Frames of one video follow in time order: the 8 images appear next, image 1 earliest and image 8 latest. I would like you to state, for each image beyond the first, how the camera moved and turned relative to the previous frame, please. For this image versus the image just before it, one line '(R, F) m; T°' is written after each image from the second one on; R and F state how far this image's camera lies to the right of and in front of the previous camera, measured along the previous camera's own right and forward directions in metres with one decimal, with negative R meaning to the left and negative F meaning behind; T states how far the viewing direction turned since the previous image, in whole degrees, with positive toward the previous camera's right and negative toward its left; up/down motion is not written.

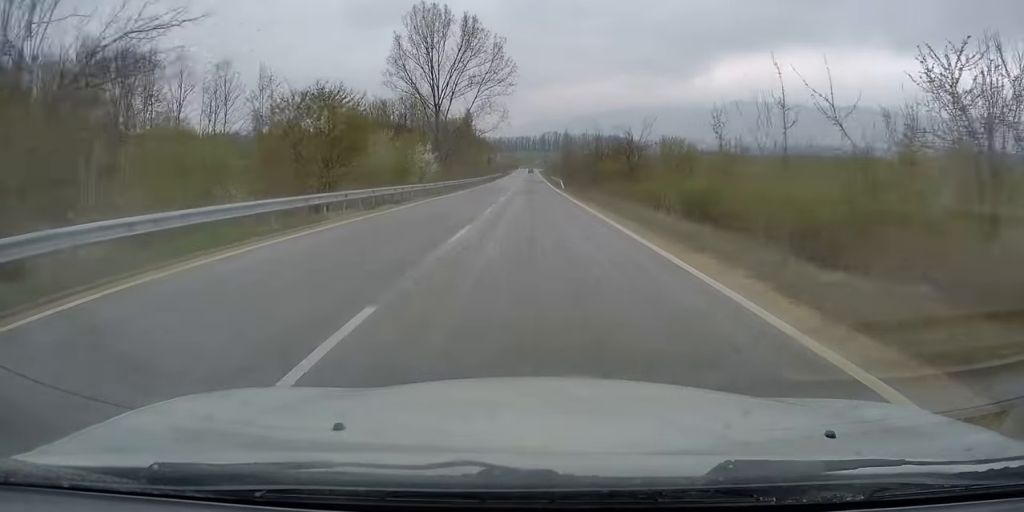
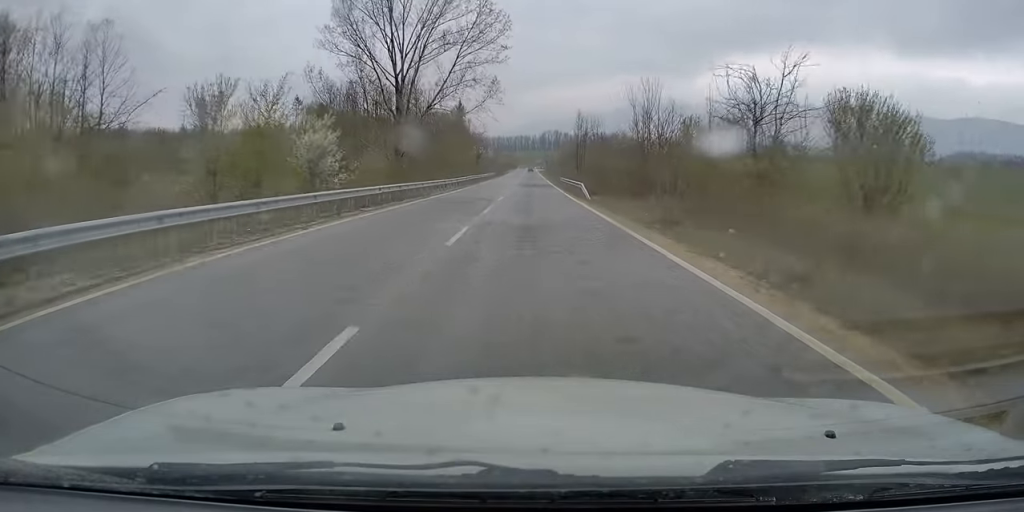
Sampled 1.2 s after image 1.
(+0.2, +27.3) m; 0°
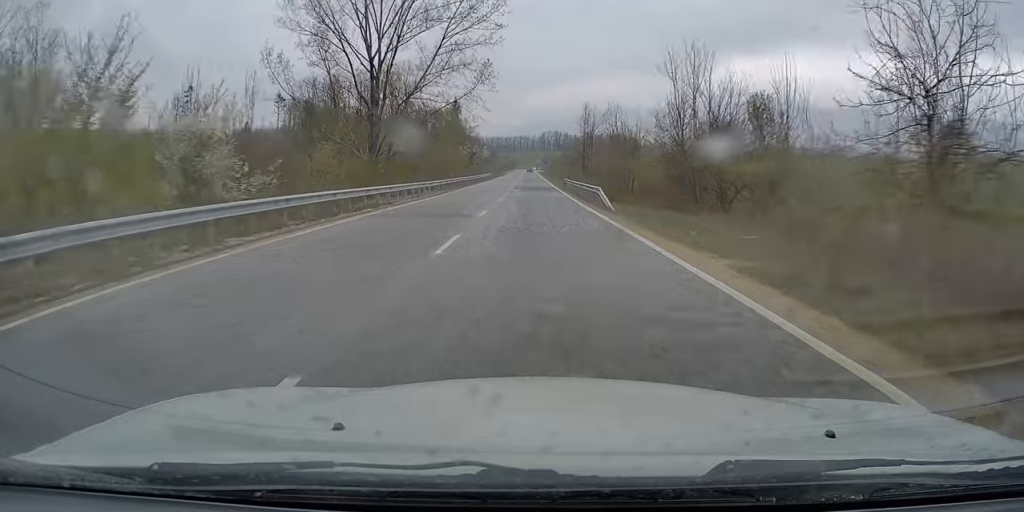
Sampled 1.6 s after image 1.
(0.0, +10.2) m; 0°
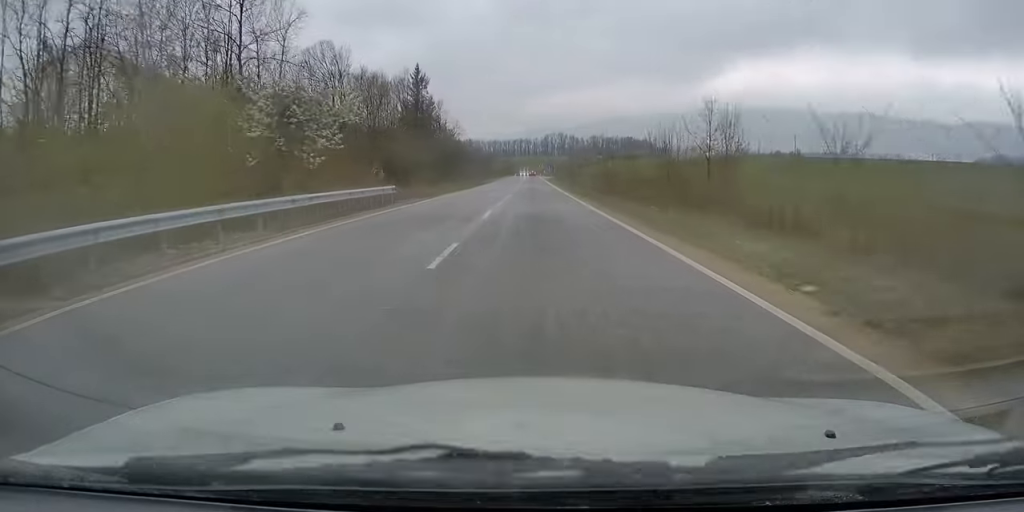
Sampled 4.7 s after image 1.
(0.0, +72.2) m; +1°
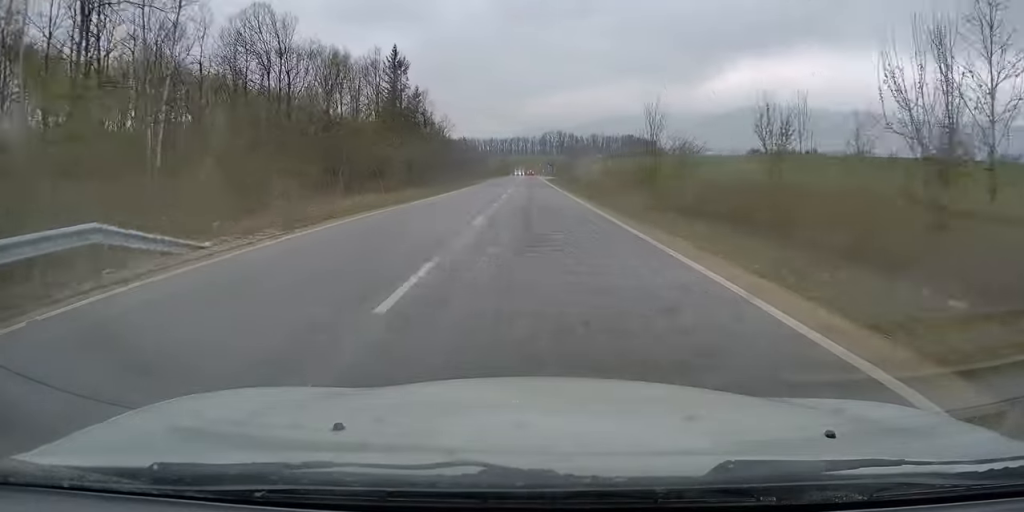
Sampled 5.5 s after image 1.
(+0.1, +20.2) m; 0°
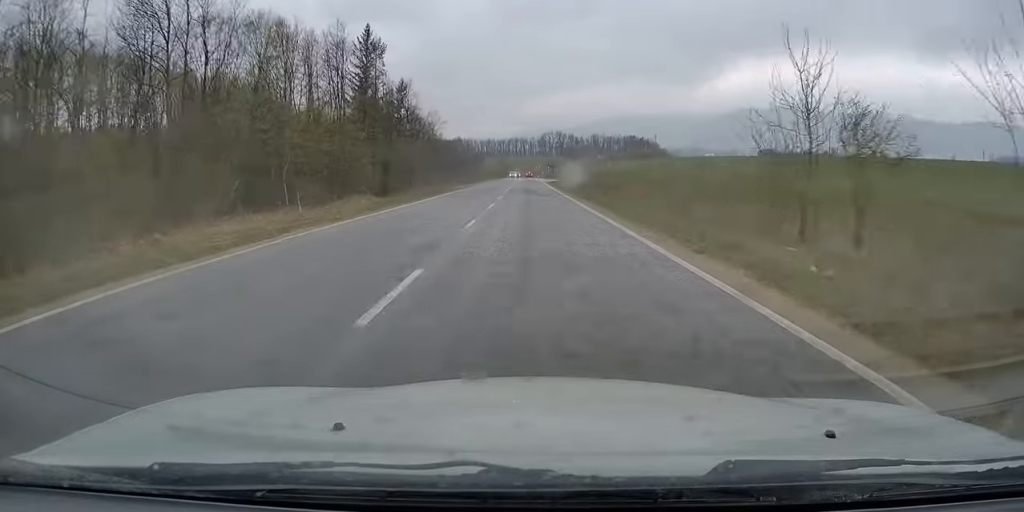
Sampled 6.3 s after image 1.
(-0.1, +18.5) m; 0°
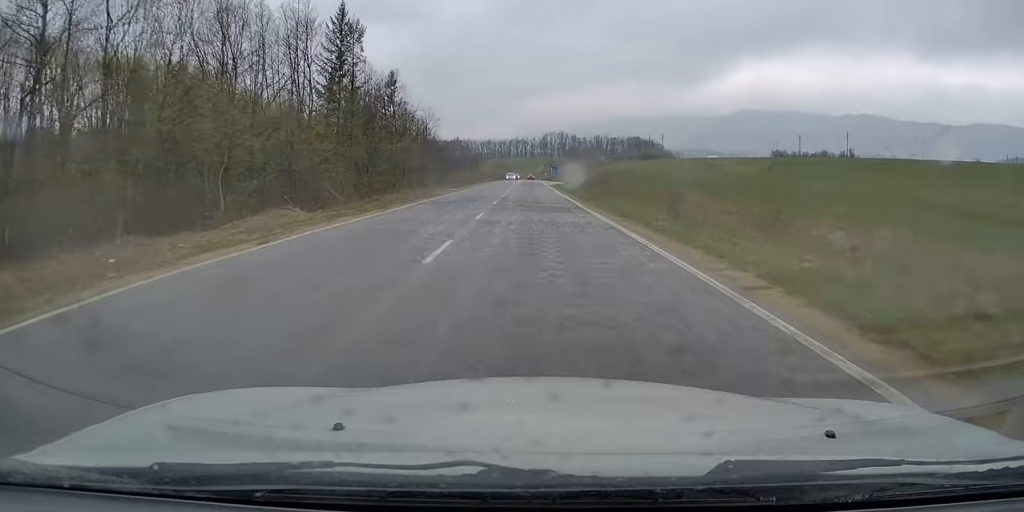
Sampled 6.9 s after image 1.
(-0.1, +13.8) m; 0°
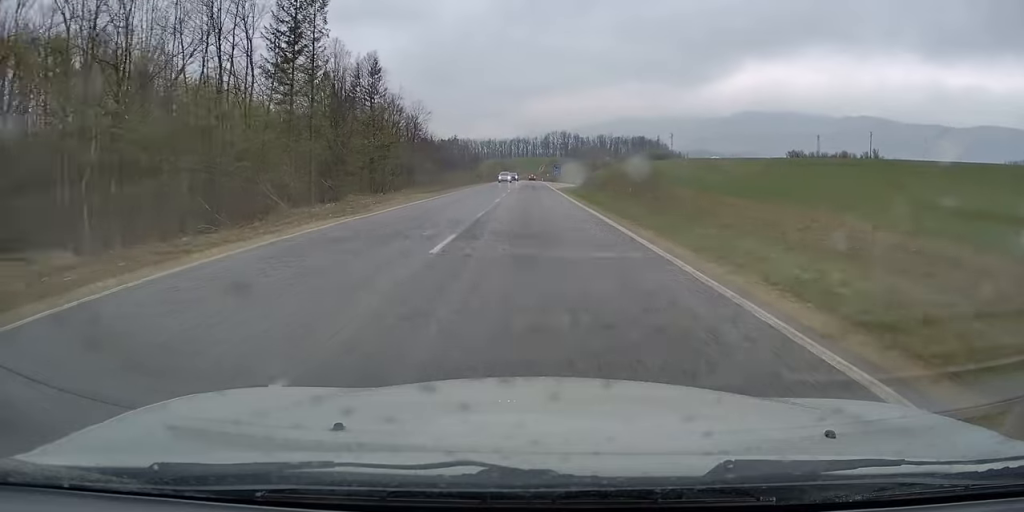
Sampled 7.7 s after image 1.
(0.0, +16.9) m; 0°
